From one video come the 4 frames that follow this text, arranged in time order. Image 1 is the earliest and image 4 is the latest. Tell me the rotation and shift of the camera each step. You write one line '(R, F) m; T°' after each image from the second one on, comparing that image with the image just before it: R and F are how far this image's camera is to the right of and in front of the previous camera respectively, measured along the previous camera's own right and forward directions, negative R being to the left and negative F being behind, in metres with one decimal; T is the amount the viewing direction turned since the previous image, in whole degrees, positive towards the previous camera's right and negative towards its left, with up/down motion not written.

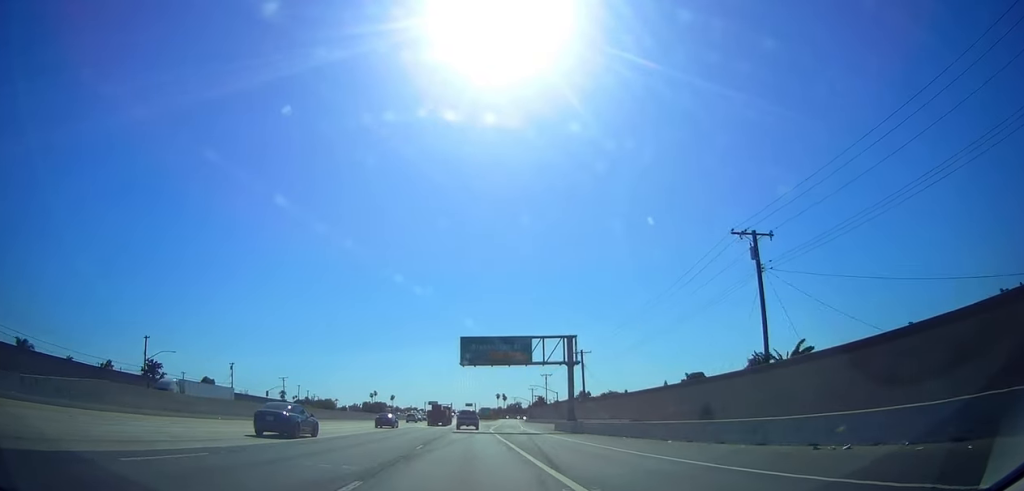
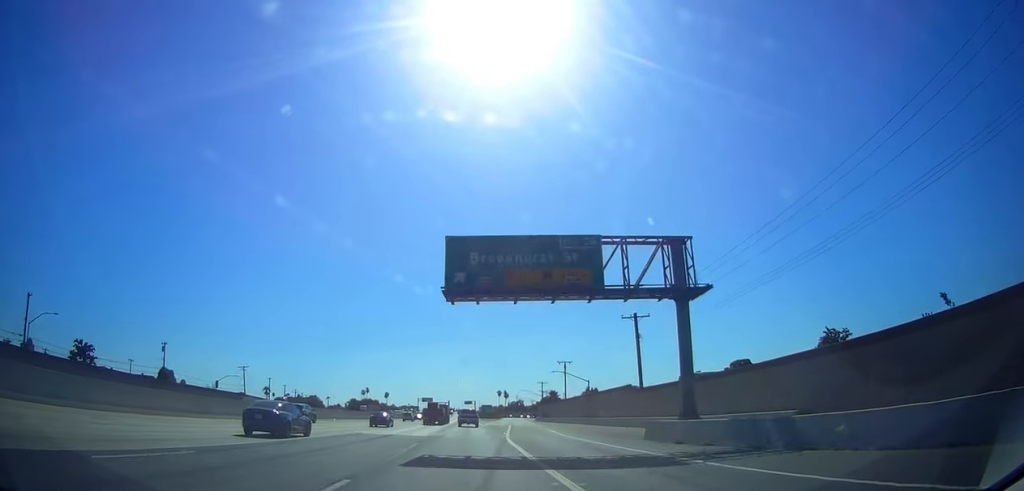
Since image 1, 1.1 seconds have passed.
(+0.8, +29.3) m; +2°
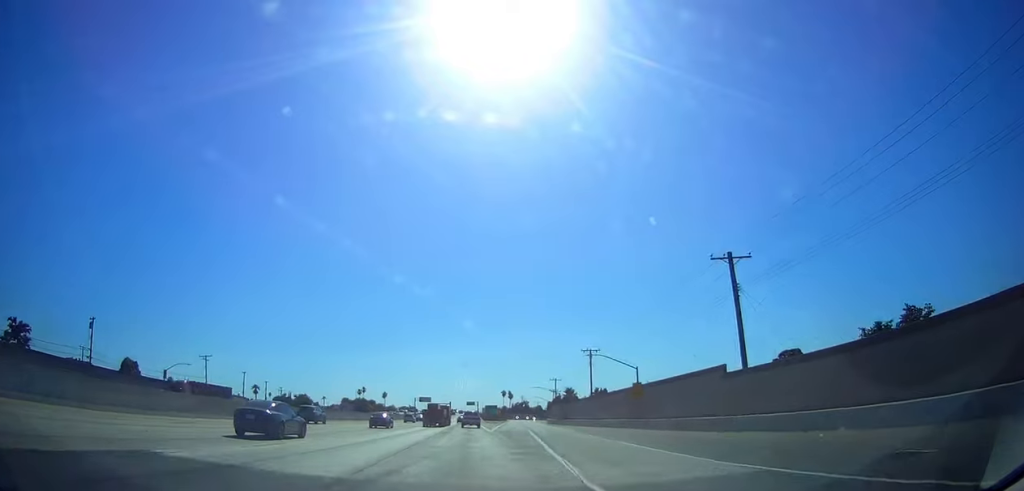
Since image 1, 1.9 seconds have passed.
(0.0, +21.9) m; 0°
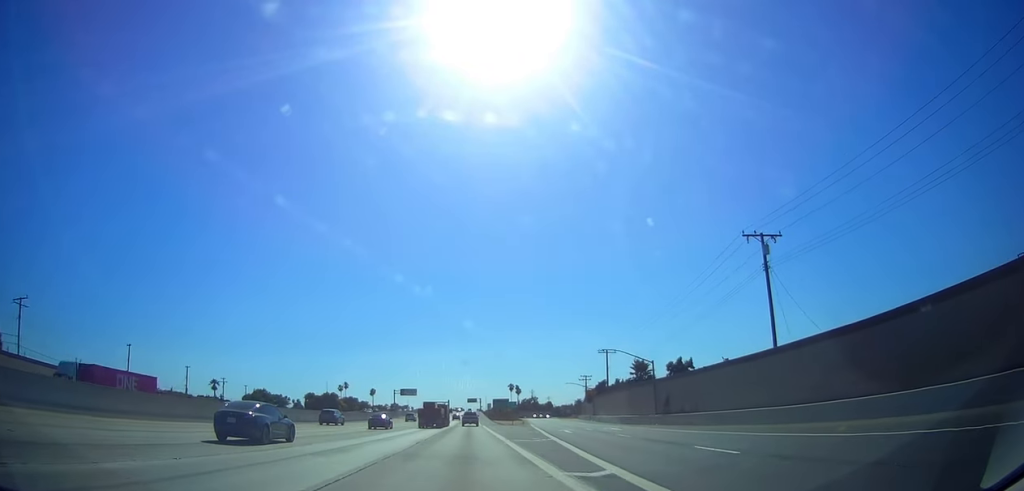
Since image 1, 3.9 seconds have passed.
(-1.8, +55.1) m; -2°
